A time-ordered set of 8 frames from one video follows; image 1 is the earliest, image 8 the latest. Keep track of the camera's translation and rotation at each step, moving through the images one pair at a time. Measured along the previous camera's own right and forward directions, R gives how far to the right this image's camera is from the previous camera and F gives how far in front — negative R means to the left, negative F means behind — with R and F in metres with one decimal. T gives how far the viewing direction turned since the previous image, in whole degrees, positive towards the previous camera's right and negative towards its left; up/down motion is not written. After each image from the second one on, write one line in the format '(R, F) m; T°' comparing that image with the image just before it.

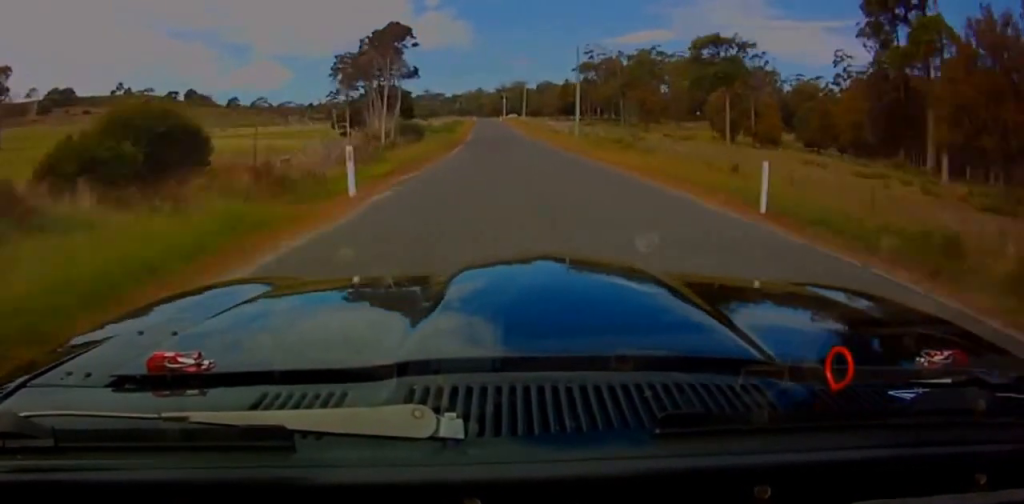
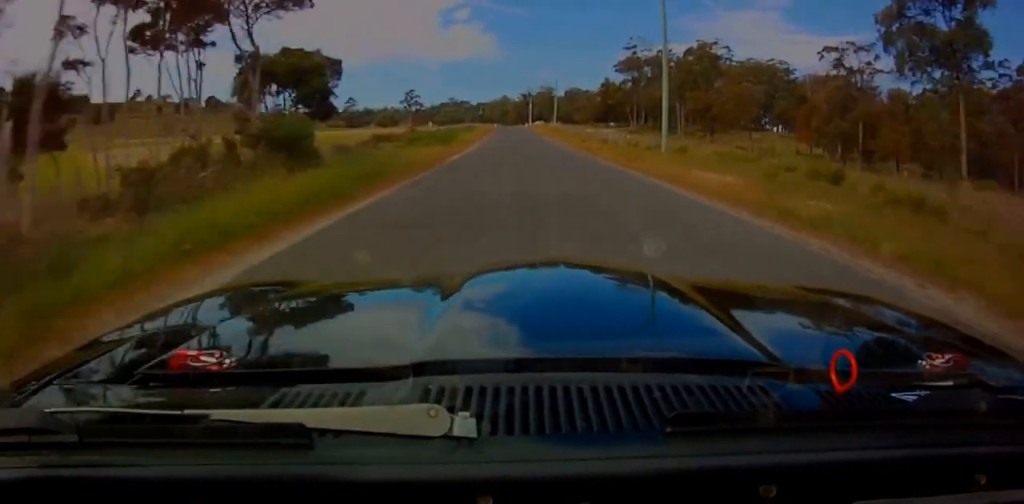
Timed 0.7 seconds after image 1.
(+0.2, +33.6) m; +1°
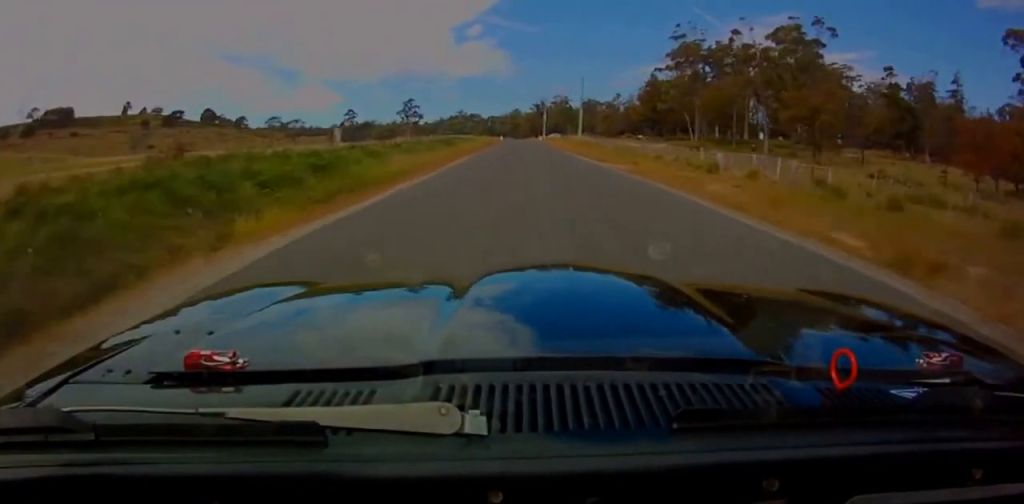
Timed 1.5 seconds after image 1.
(+0.9, +39.1) m; +1°
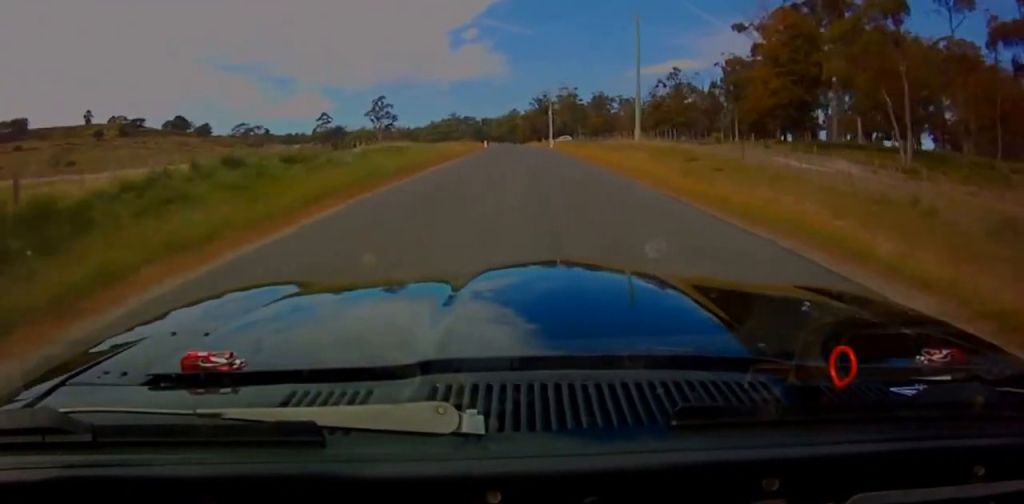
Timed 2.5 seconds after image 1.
(0.0, +49.6) m; -1°
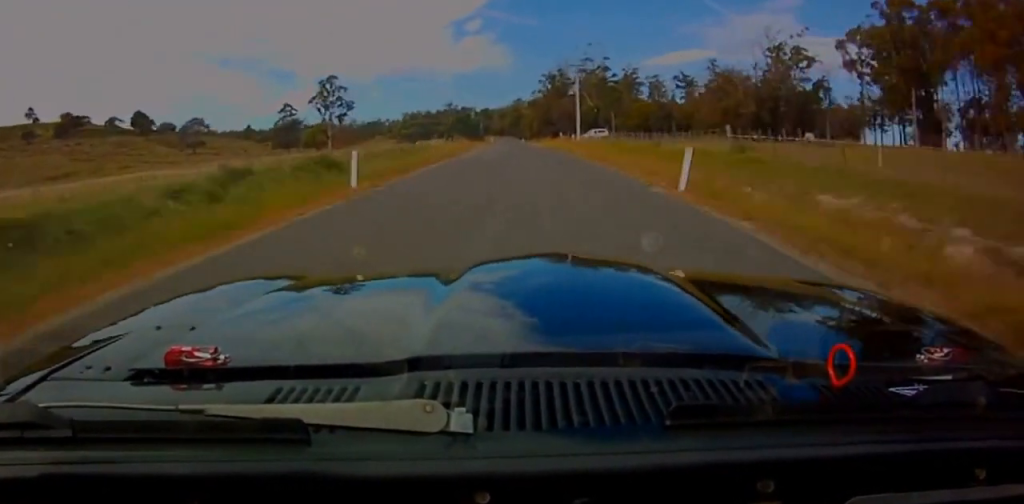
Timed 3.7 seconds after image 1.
(-0.8, +59.4) m; -1°
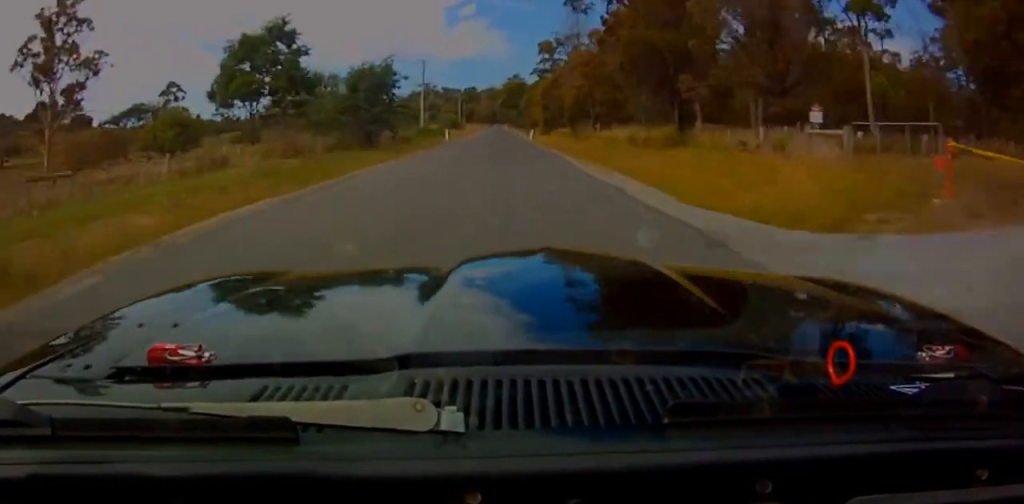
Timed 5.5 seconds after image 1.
(-0.1, +98.3) m; -1°
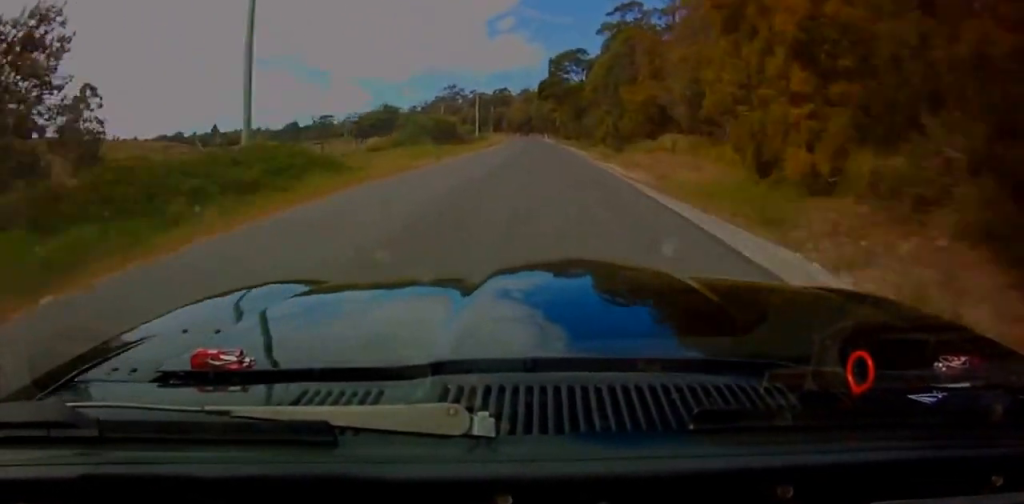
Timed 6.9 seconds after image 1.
(-1.0, +69.8) m; -2°
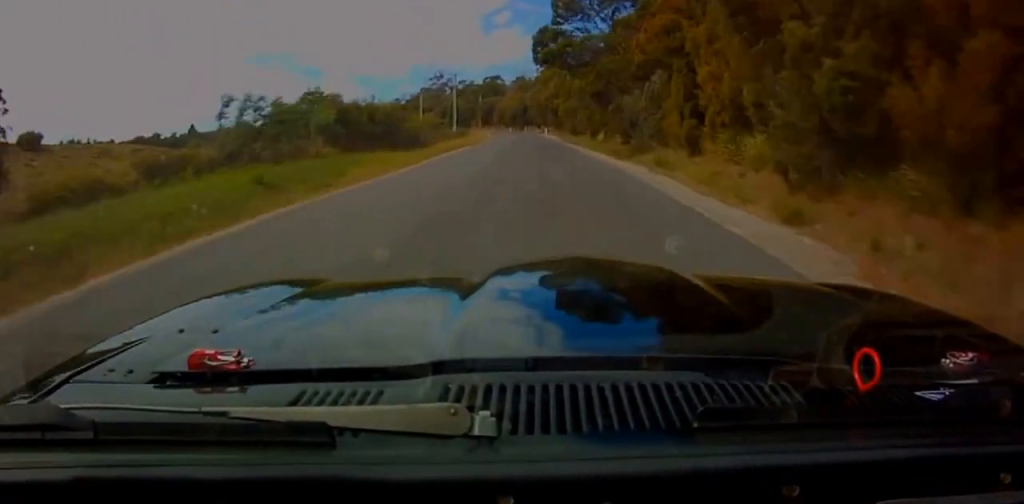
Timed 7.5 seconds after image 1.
(0.0, +30.3) m; -1°
